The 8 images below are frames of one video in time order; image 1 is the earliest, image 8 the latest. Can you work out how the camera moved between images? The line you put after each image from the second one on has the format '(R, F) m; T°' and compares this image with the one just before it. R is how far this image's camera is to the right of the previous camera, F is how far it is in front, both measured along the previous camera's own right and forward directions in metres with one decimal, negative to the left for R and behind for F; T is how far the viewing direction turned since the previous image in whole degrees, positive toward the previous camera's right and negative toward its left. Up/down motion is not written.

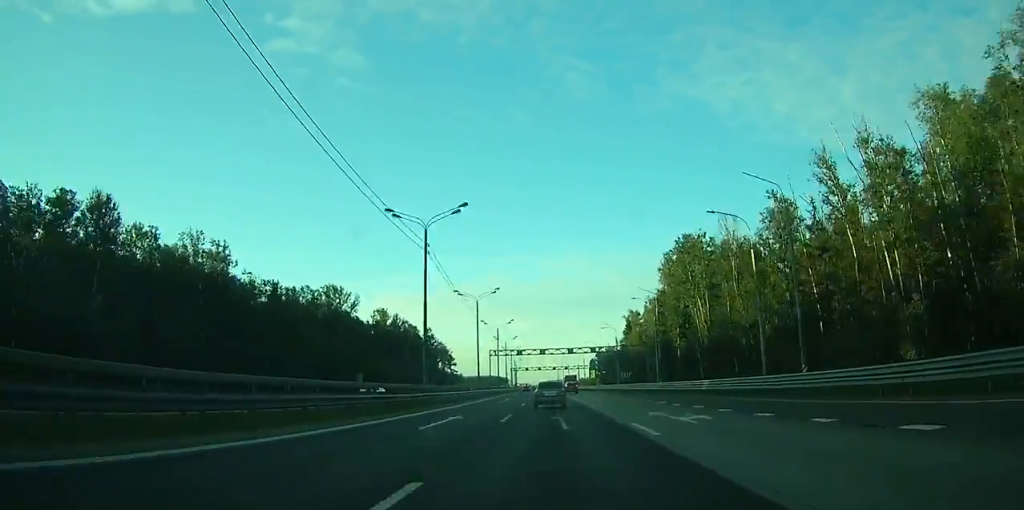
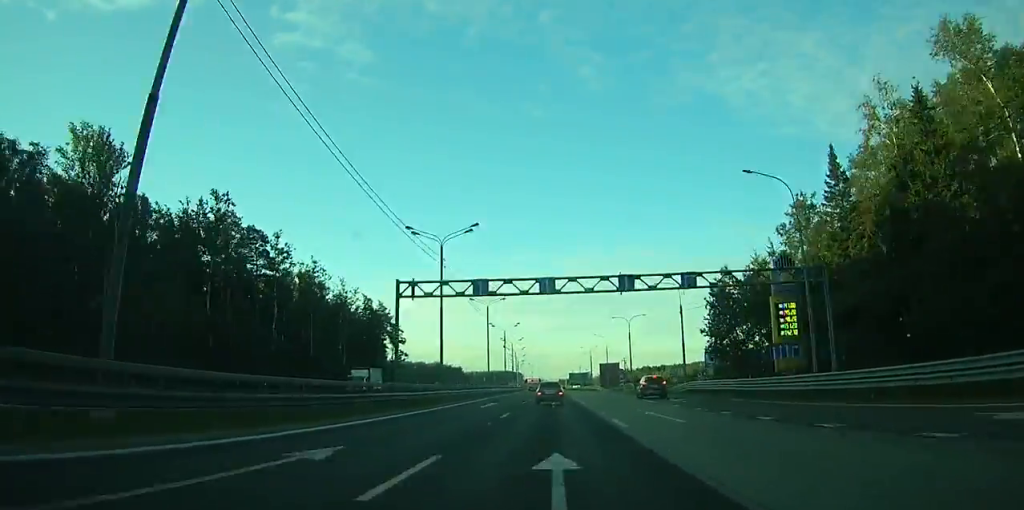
(-2.8, +136.1) m; -2°
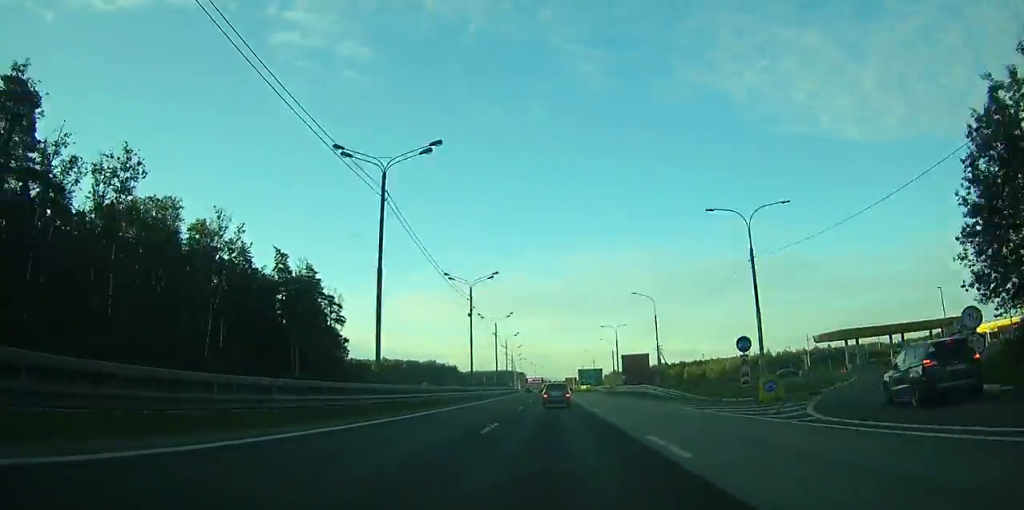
(-0.3, +54.1) m; -1°
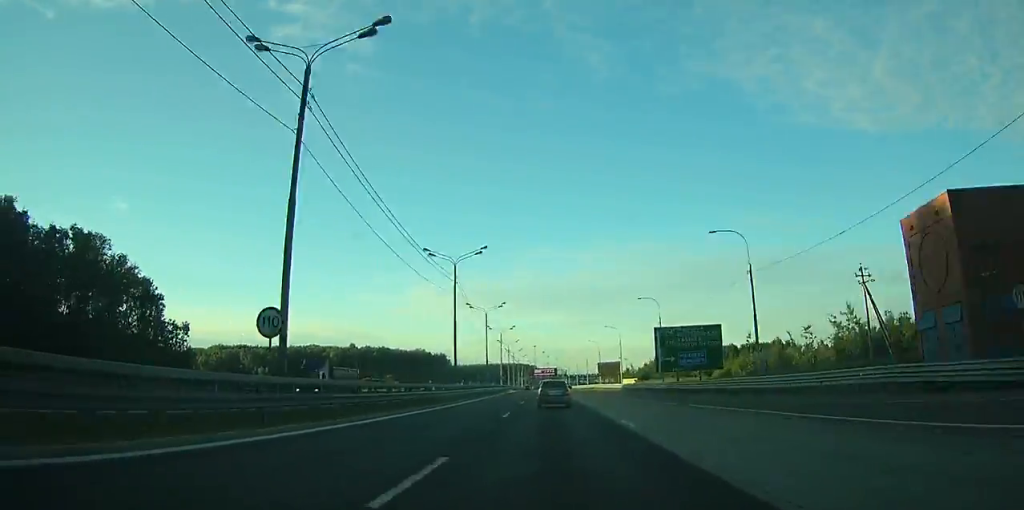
(-1.4, +126.4) m; -1°
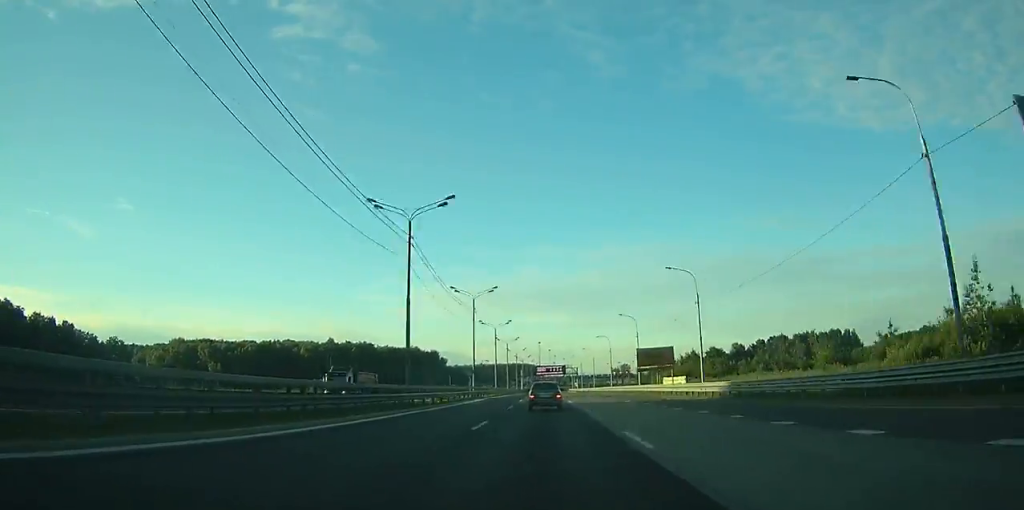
(-0.4, +59.8) m; 0°
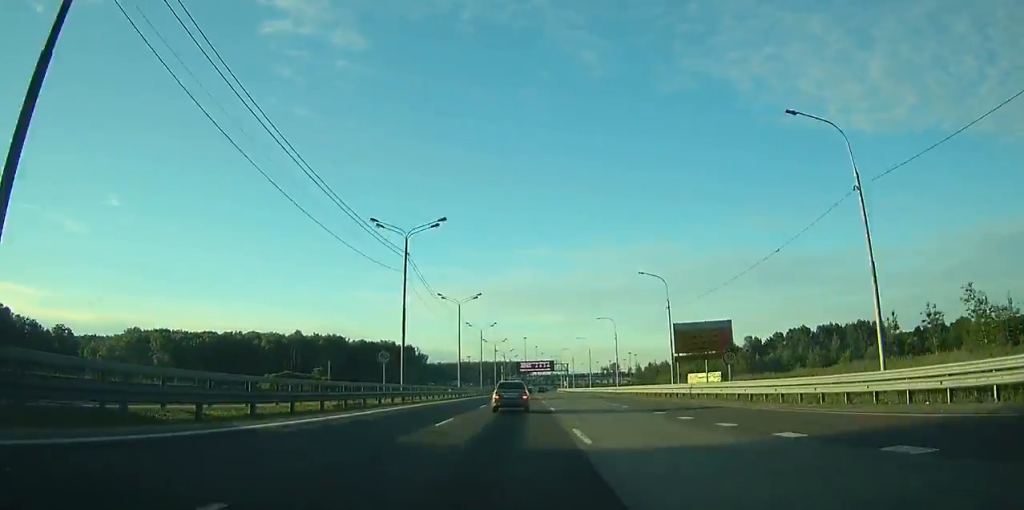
(+0.1, +32.8) m; 0°
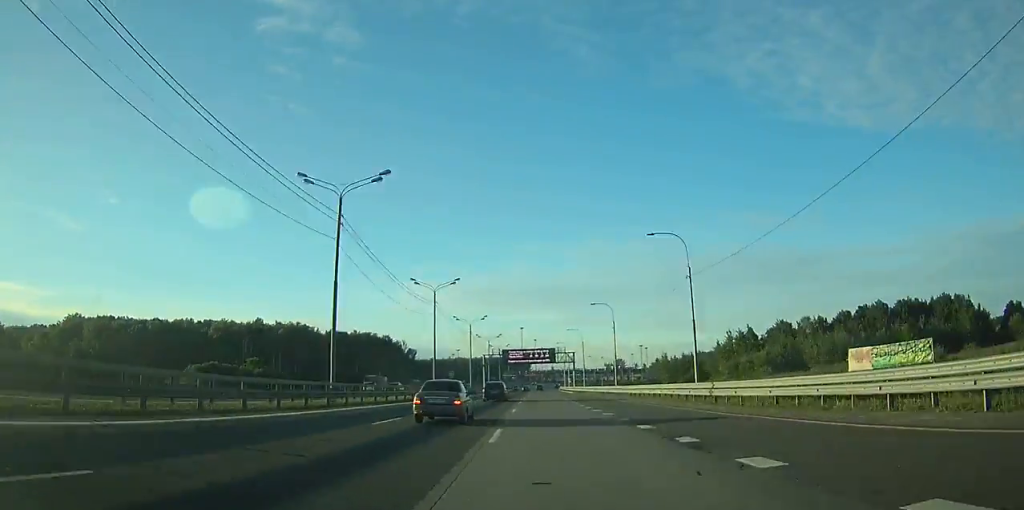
(+0.3, +49.9) m; 0°
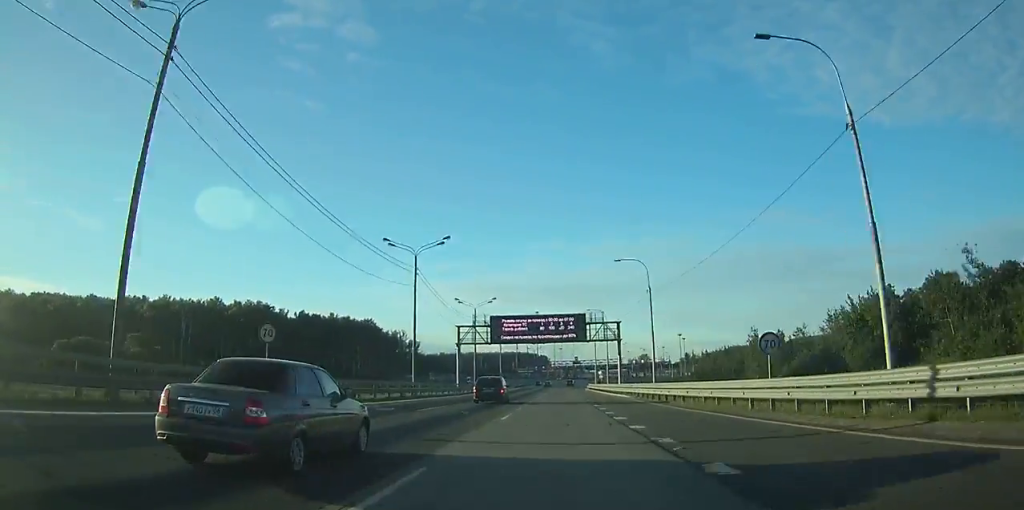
(-0.7, +56.2) m; 0°
